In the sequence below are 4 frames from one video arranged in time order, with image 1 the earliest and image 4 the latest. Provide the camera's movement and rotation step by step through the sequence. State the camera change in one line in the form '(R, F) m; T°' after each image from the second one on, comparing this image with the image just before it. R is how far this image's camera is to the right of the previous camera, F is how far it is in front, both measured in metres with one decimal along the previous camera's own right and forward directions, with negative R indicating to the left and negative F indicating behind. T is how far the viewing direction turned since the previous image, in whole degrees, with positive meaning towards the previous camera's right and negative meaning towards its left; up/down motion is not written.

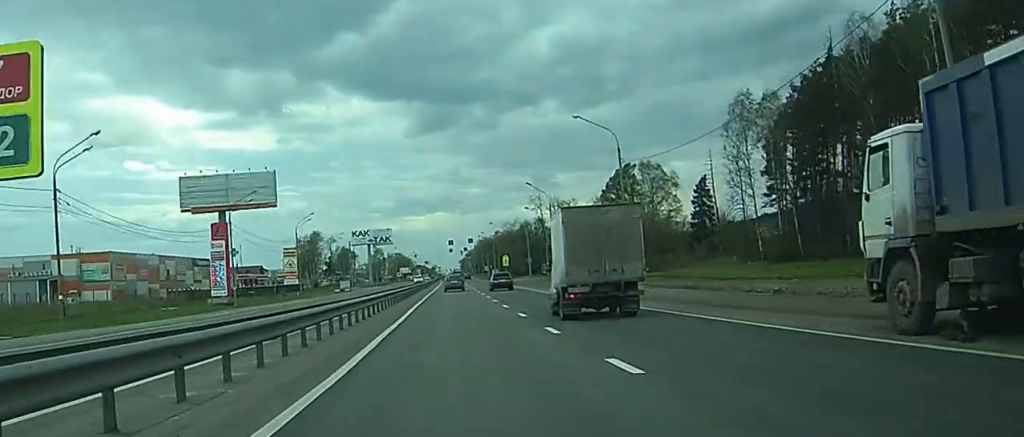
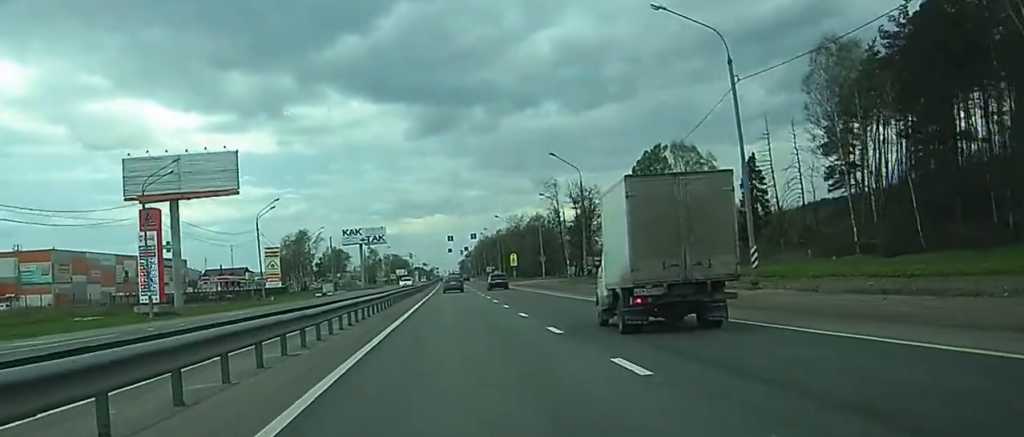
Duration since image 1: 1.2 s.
(-0.1, +25.6) m; +1°
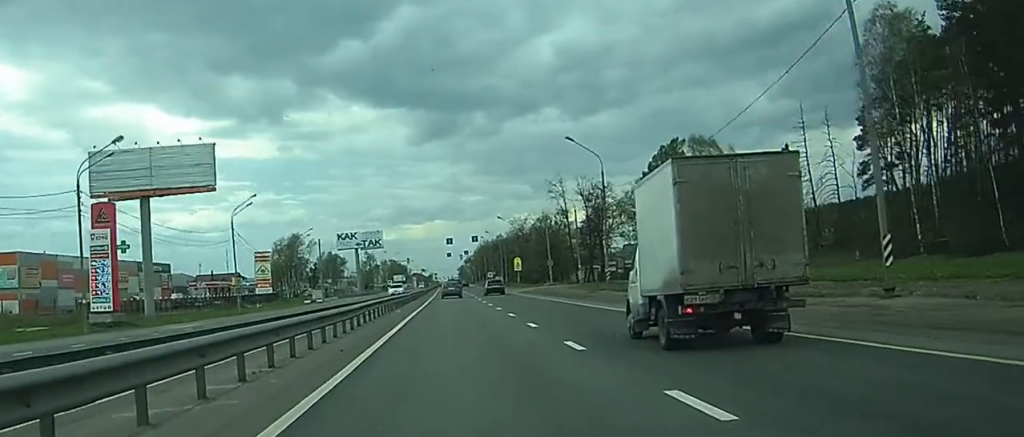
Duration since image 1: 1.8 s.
(+0.2, +11.9) m; +1°
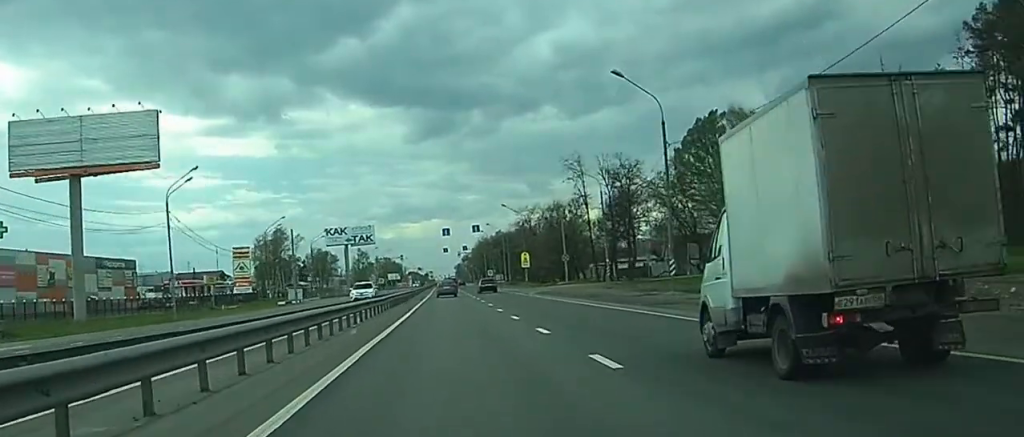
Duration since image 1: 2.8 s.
(+0.2, +21.1) m; +2°
